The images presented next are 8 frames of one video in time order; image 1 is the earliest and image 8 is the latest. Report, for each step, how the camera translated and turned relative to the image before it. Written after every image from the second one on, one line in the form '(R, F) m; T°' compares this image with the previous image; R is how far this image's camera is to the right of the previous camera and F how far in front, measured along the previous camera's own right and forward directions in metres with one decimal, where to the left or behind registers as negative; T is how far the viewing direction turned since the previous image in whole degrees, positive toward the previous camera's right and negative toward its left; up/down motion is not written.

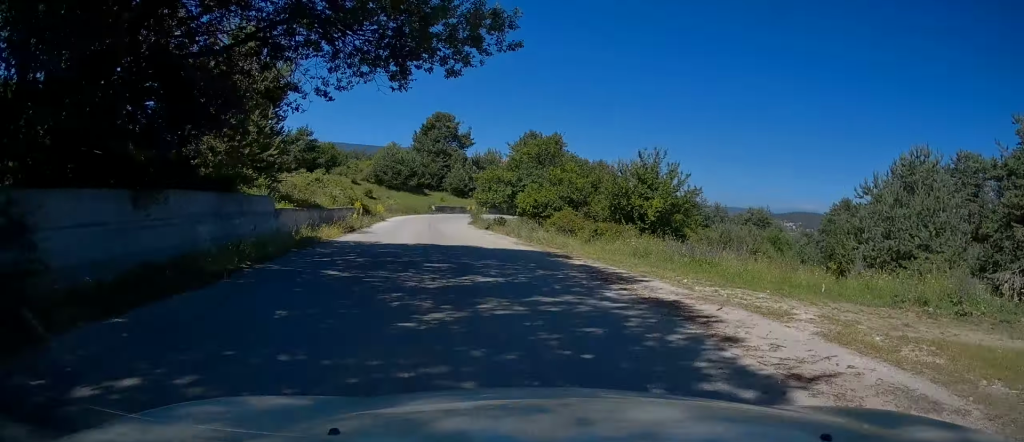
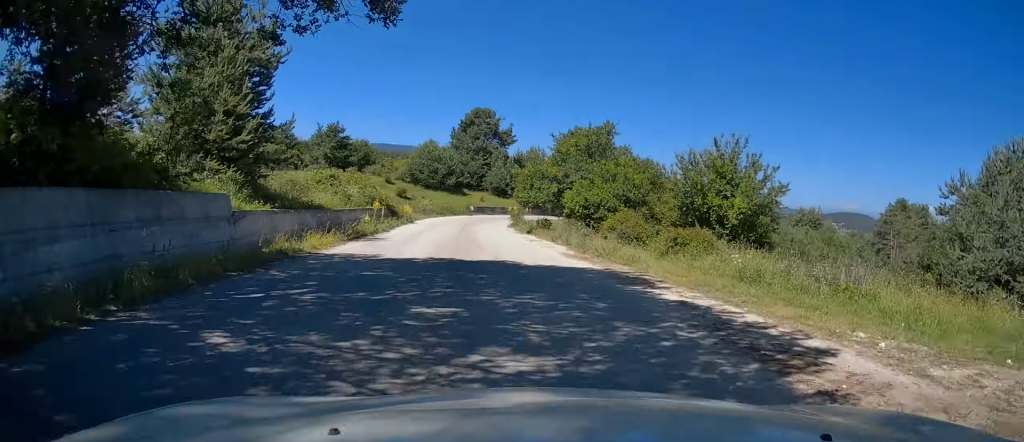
(-0.3, +5.3) m; -4°
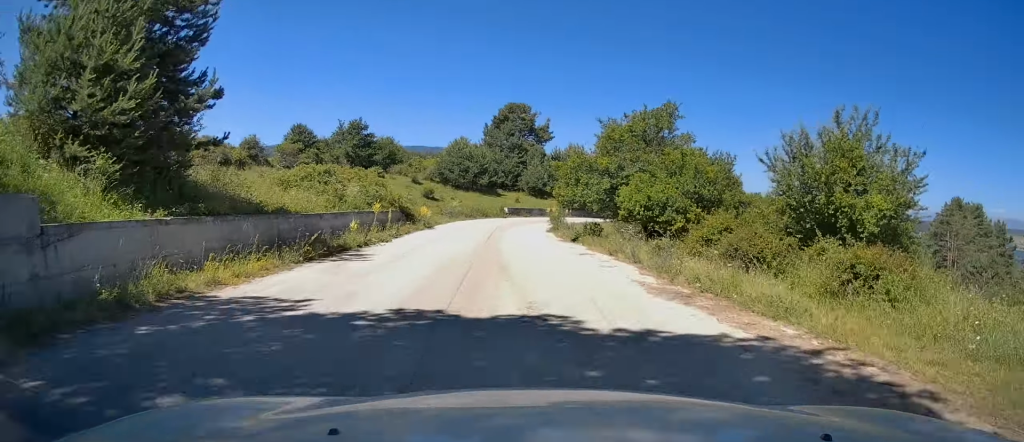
(-0.3, +6.7) m; -3°
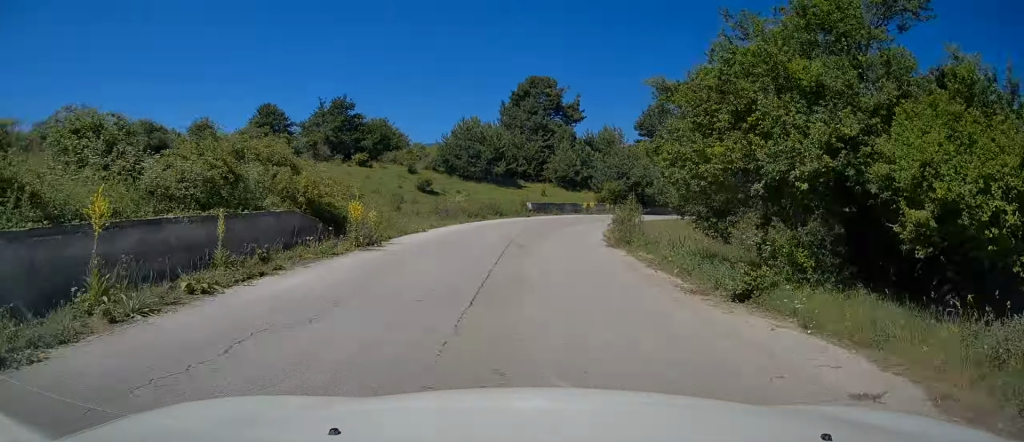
(-0.6, +16.6) m; -2°
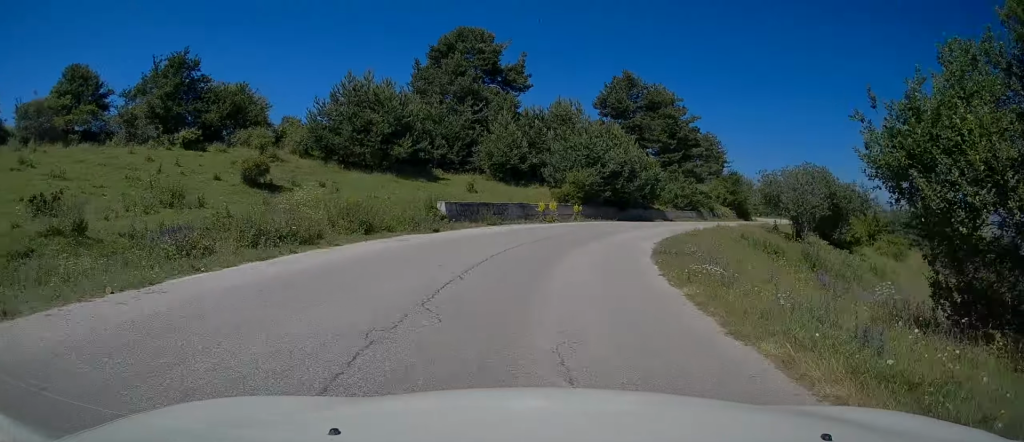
(+0.6, +22.7) m; +7°
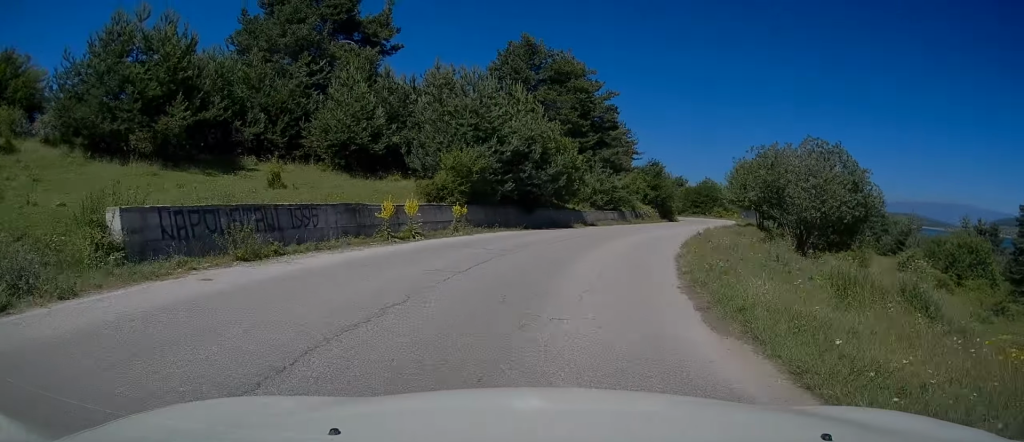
(+1.2, +15.7) m; +11°
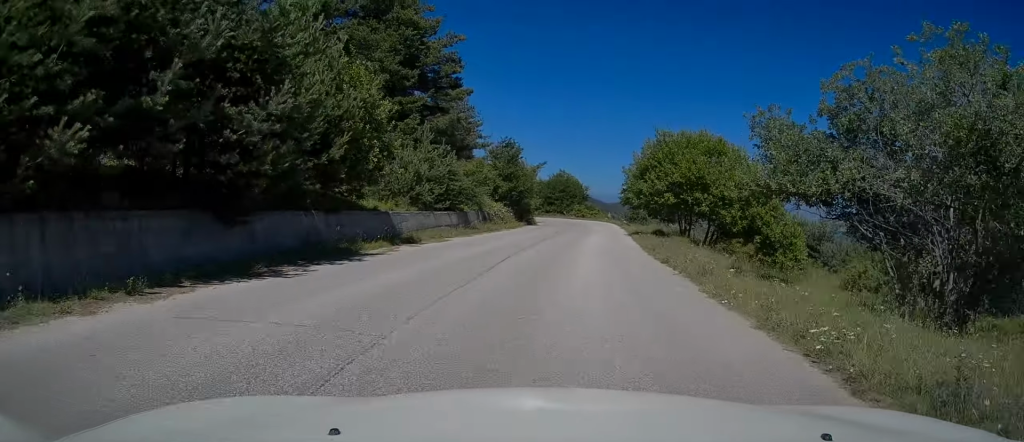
(+2.9, +19.4) m; +13°
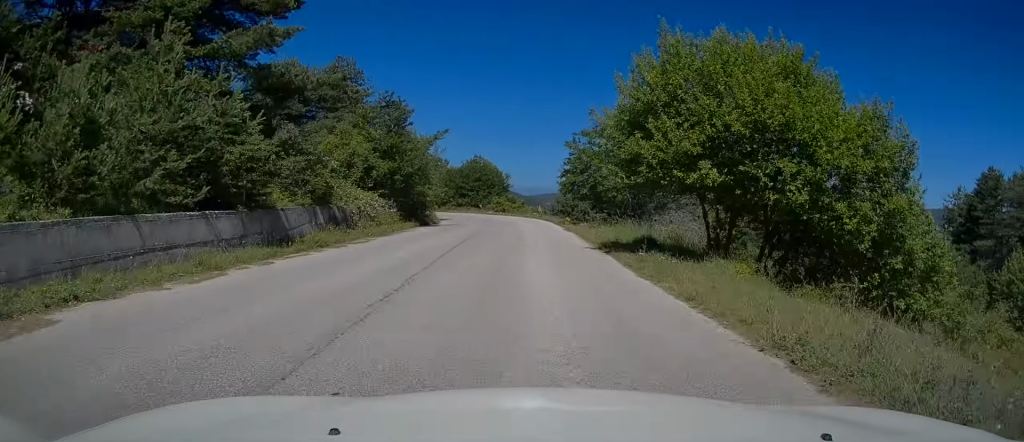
(+1.2, +17.0) m; +5°
